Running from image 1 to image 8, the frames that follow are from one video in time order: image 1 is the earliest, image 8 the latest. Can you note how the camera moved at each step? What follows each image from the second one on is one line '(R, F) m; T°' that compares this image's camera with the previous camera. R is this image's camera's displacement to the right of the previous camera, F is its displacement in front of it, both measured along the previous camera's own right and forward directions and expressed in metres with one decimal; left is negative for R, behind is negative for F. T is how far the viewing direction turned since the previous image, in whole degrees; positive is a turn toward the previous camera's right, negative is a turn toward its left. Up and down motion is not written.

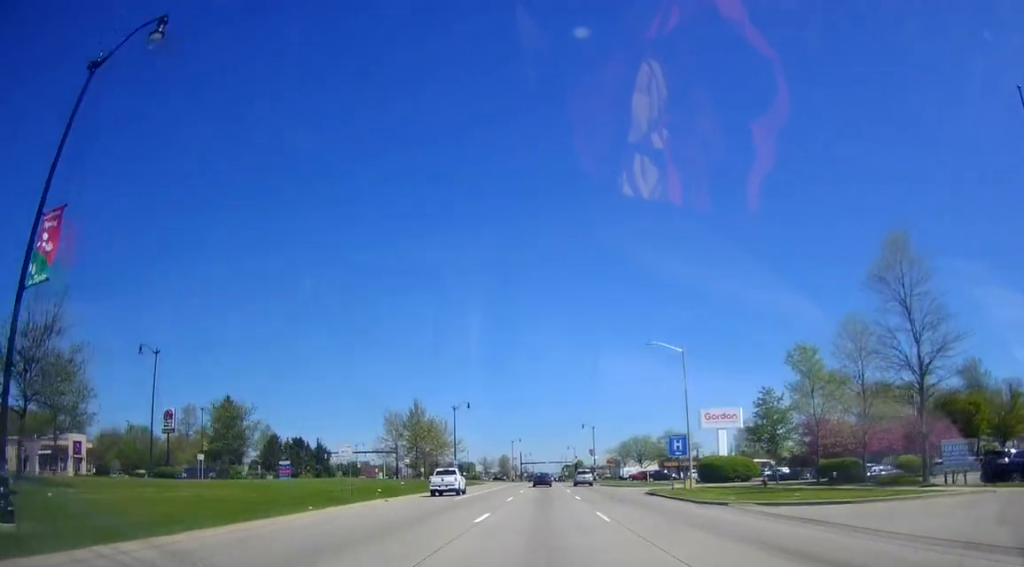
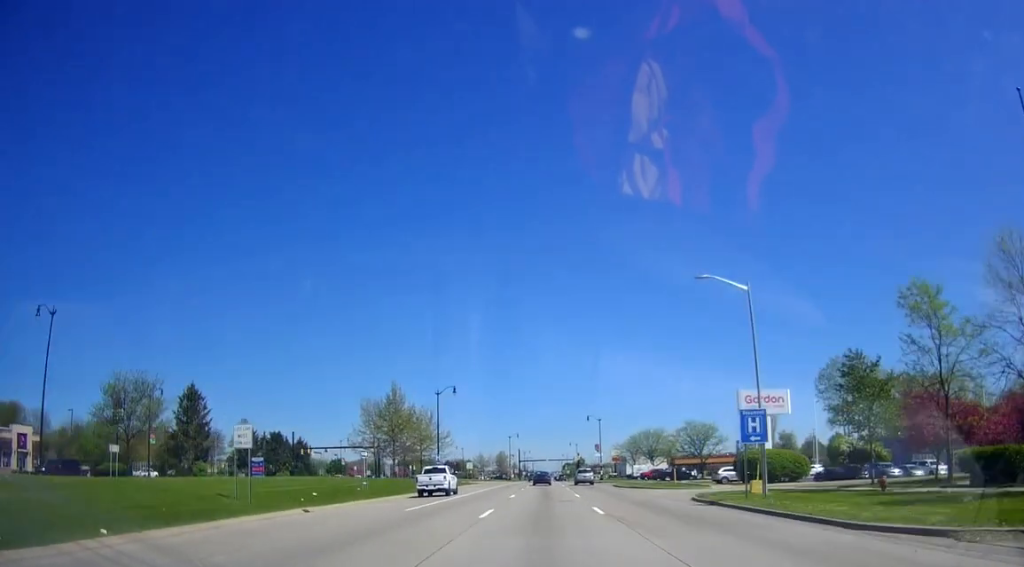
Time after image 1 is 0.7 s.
(-0.1, +13.9) m; 0°
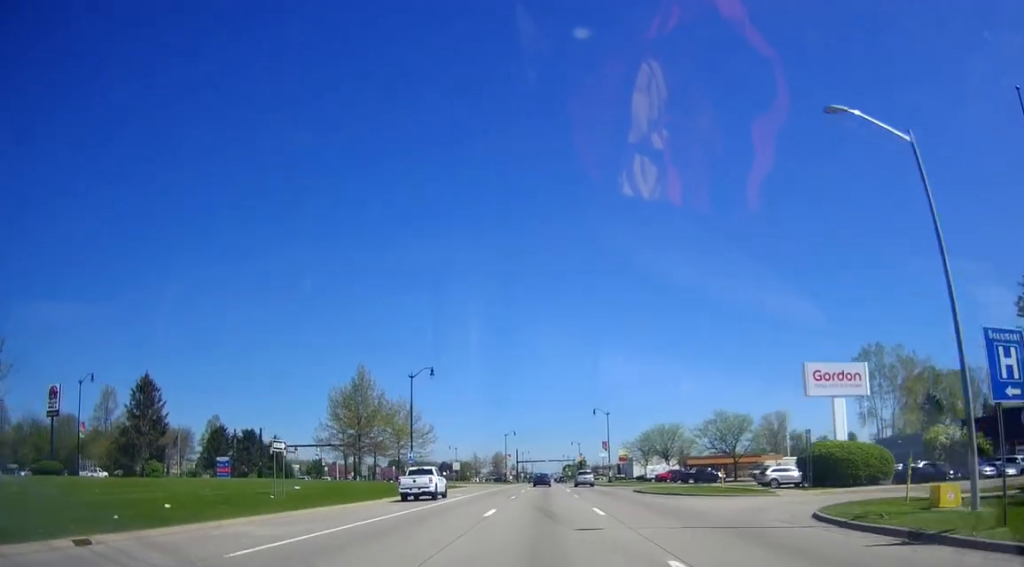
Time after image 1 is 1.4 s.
(+0.5, +14.4) m; +1°
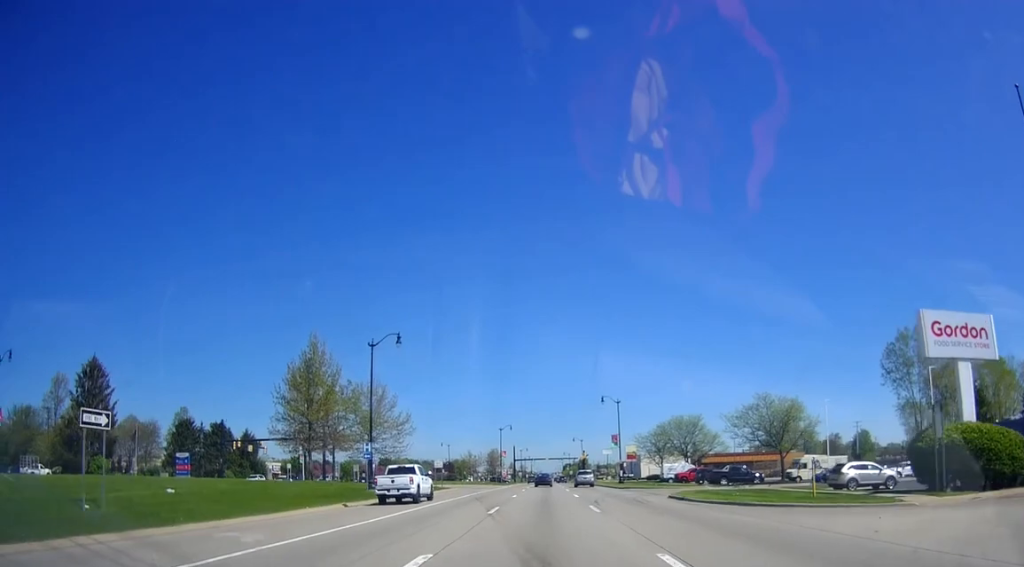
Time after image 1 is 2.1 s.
(-0.3, +13.8) m; -2°
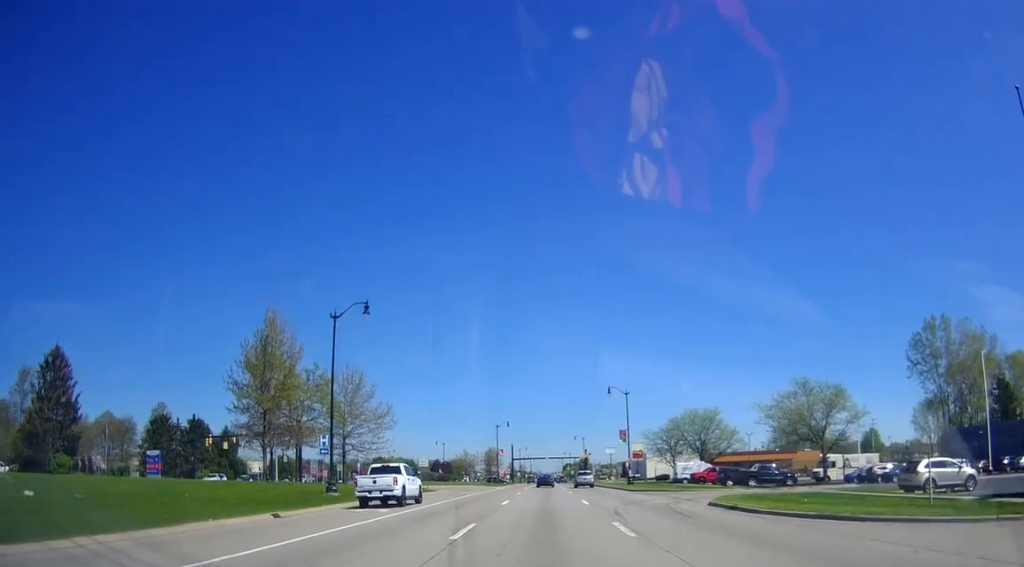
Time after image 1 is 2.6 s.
(0.0, +8.6) m; -1°
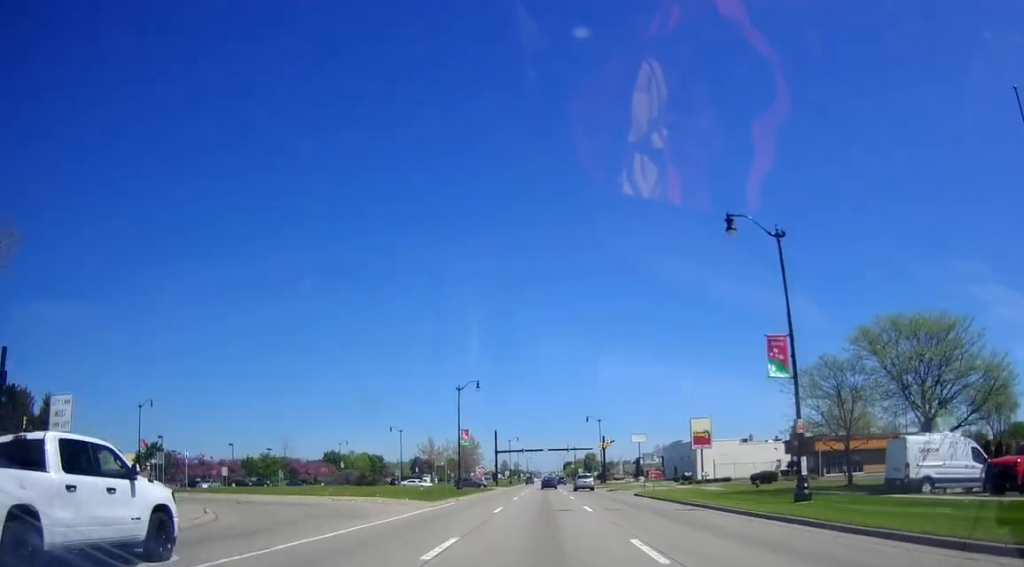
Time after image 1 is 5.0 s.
(+1.5, +49.2) m; +3°
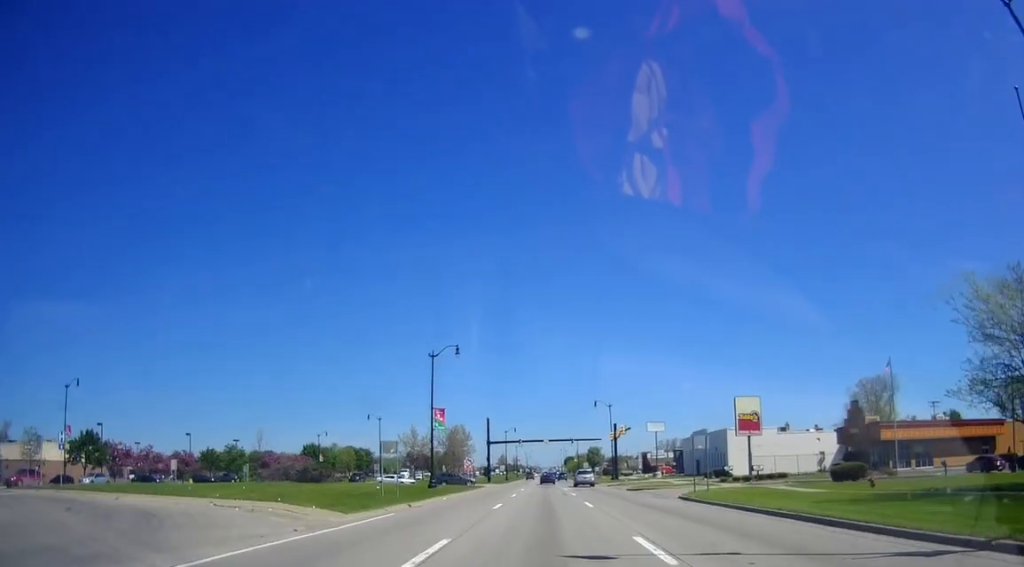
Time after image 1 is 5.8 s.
(-0.1, +16.1) m; 0°
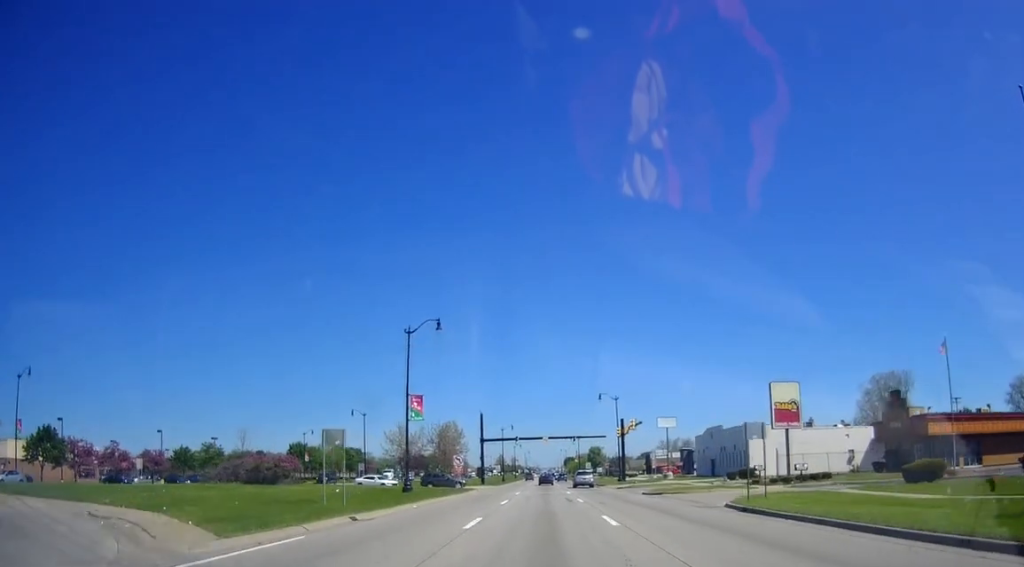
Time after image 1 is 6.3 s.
(-0.2, +8.7) m; 0°
